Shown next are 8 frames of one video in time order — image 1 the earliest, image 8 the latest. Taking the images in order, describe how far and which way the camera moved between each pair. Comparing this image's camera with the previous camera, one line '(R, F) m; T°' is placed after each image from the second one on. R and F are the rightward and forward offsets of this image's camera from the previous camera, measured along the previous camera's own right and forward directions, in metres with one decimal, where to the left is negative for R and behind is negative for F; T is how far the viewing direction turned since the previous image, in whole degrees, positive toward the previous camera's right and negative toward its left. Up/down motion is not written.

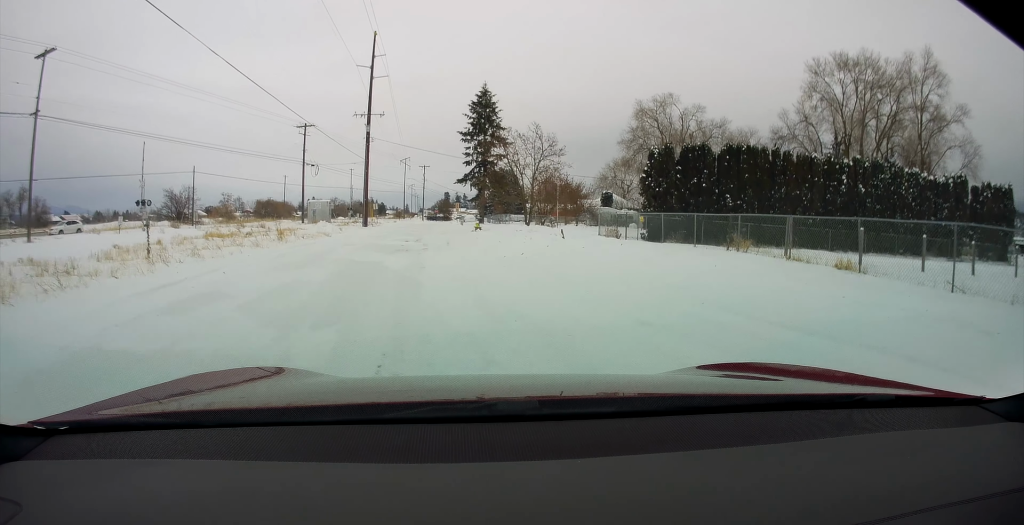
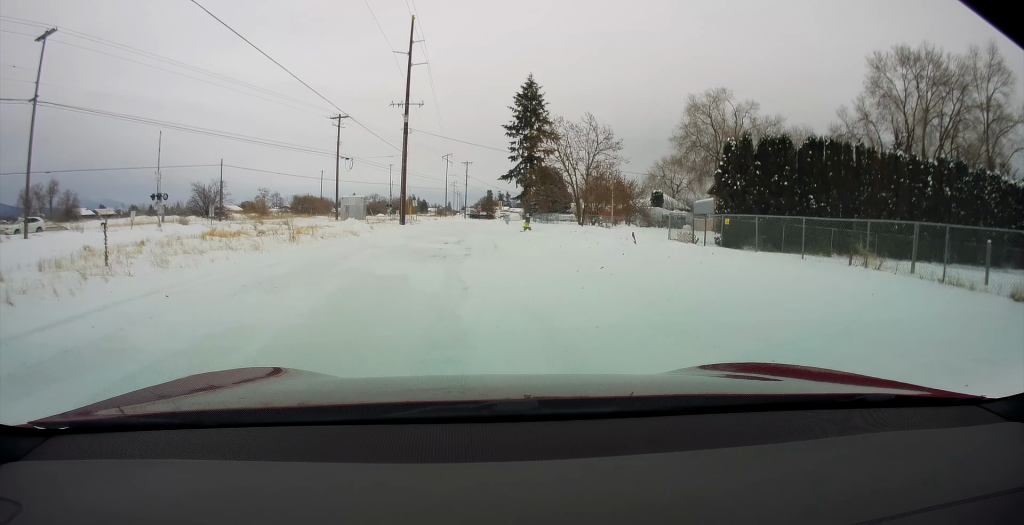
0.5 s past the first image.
(-0.1, +4.6) m; -1°
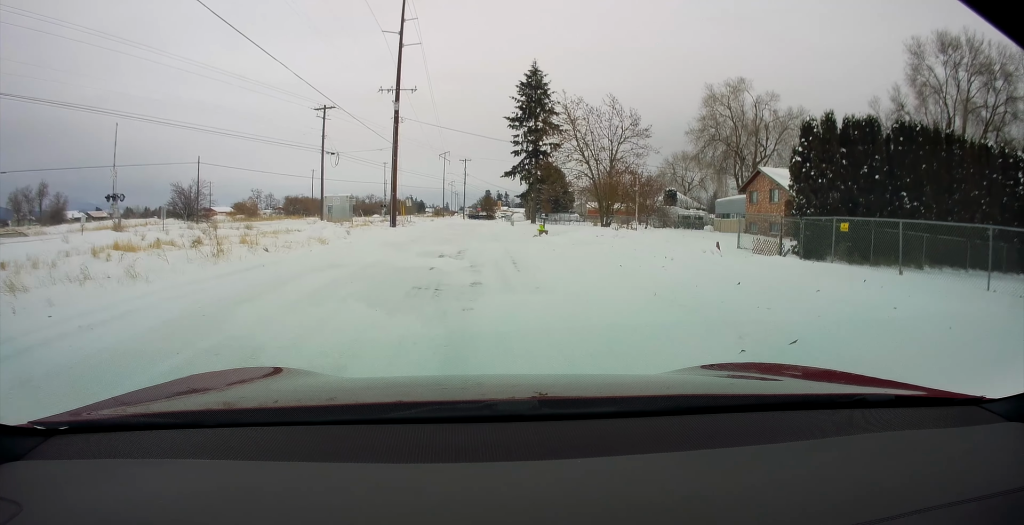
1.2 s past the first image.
(-0.8, +7.6) m; 0°
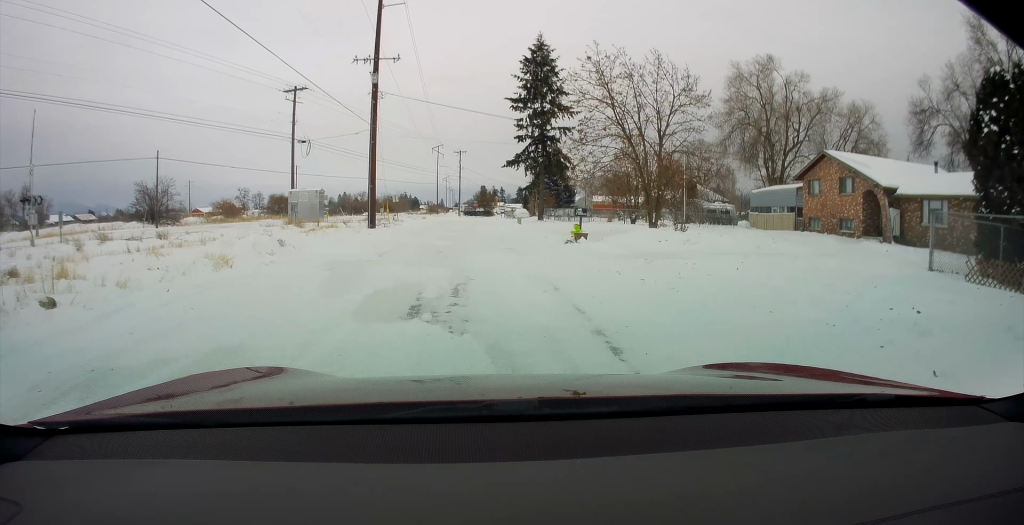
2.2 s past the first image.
(+1.0, +10.1) m; 0°
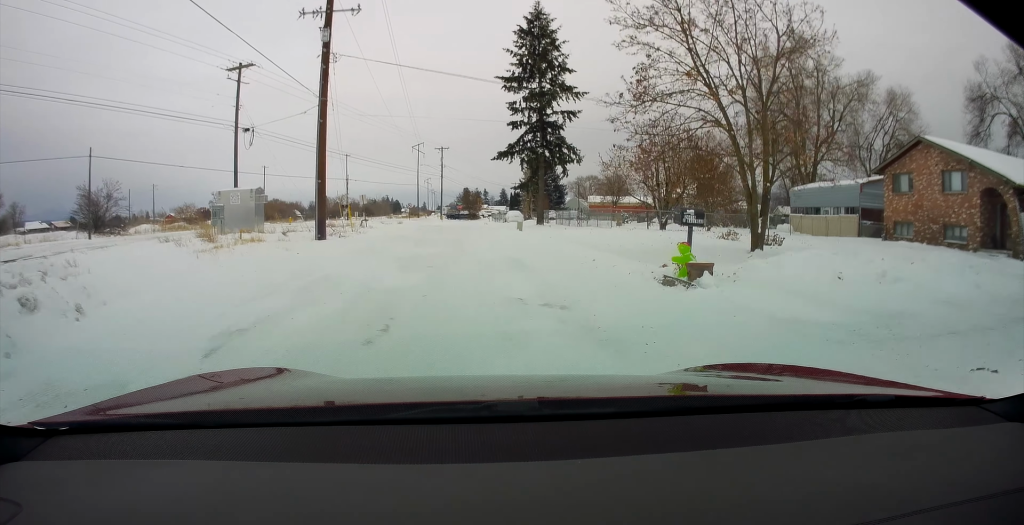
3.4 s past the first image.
(-0.9, +11.2) m; -1°
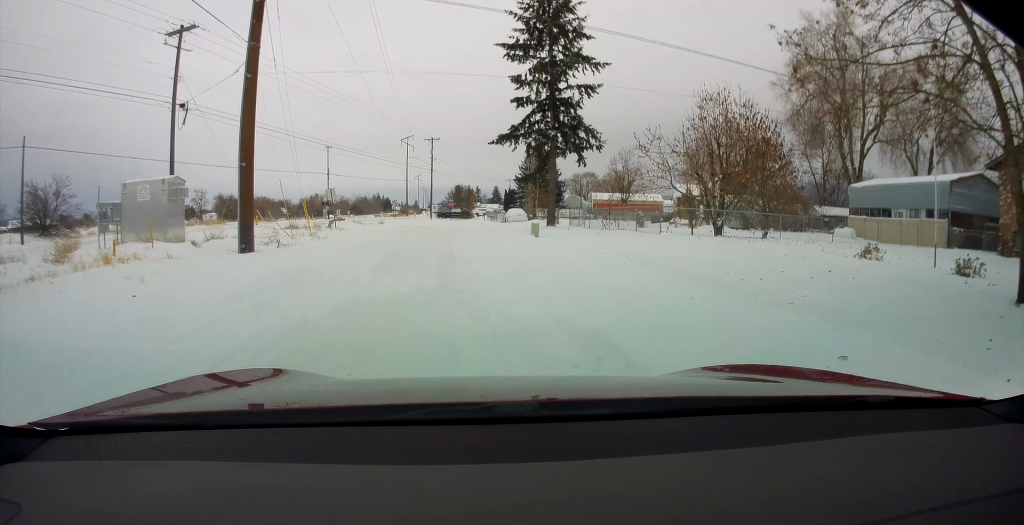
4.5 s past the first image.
(+0.4, +9.9) m; -2°
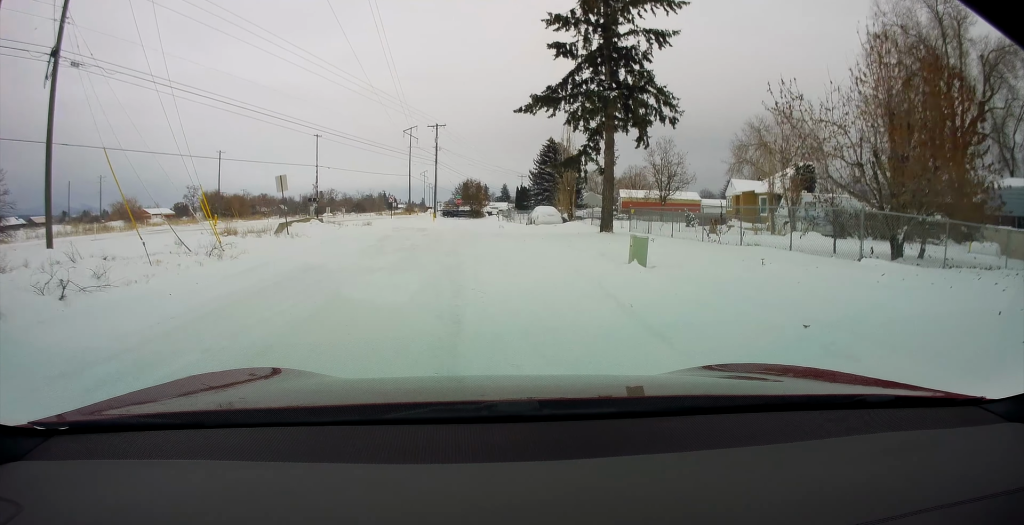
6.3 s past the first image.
(-0.6, +13.9) m; +2°
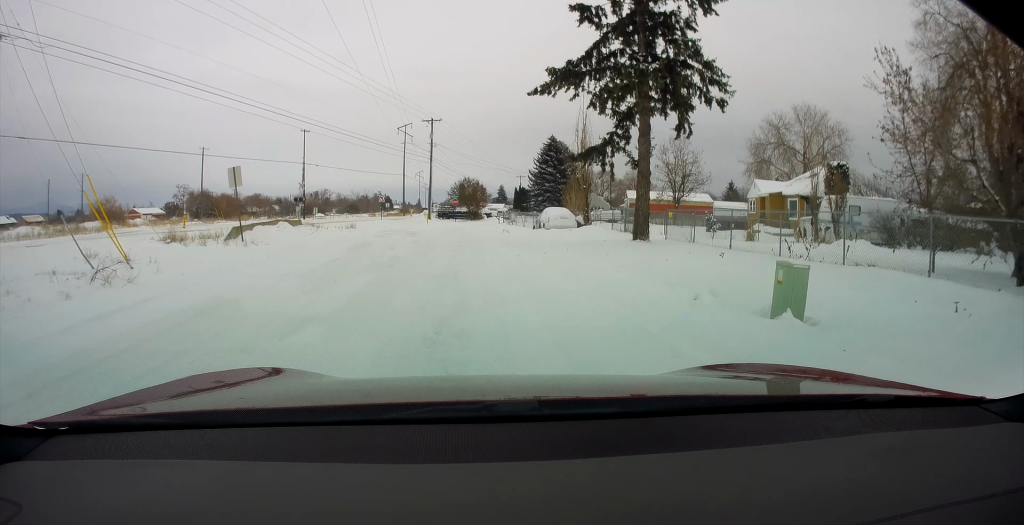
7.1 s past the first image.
(+0.3, +5.5) m; +3°
